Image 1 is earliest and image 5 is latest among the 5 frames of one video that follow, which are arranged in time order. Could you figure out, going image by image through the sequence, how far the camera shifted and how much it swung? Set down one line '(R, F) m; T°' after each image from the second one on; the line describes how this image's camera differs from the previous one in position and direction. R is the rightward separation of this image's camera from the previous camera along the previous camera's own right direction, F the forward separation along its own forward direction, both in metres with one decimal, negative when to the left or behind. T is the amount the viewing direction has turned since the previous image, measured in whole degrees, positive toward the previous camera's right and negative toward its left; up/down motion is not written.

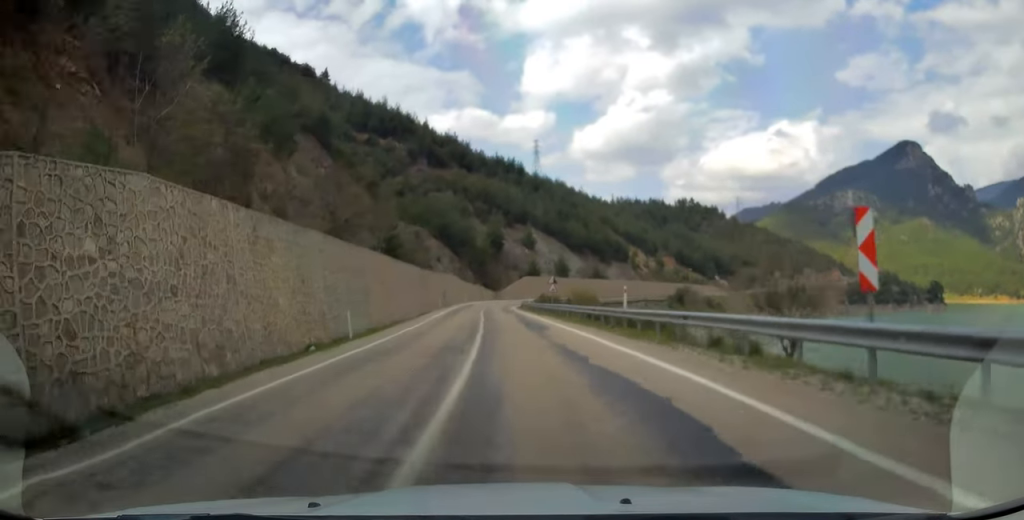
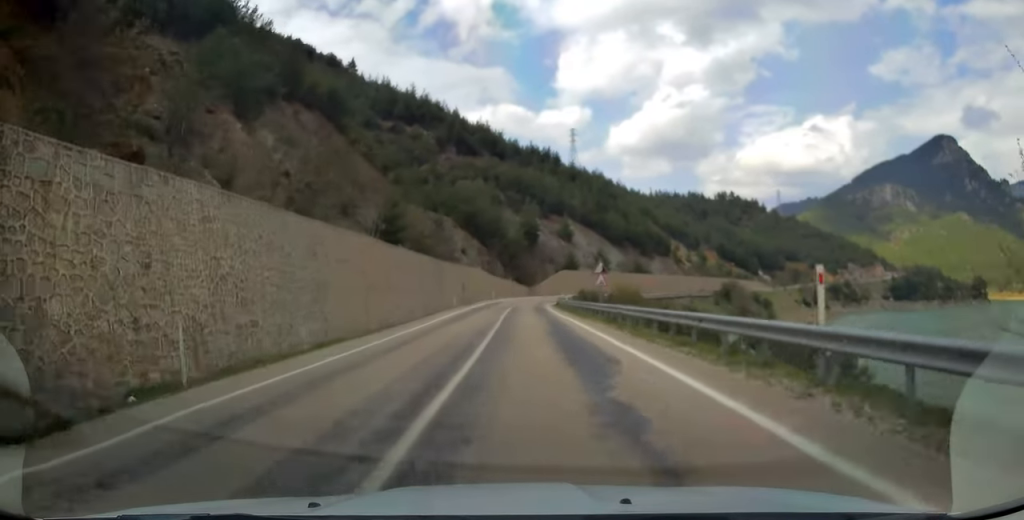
(-0.4, +12.6) m; -4°
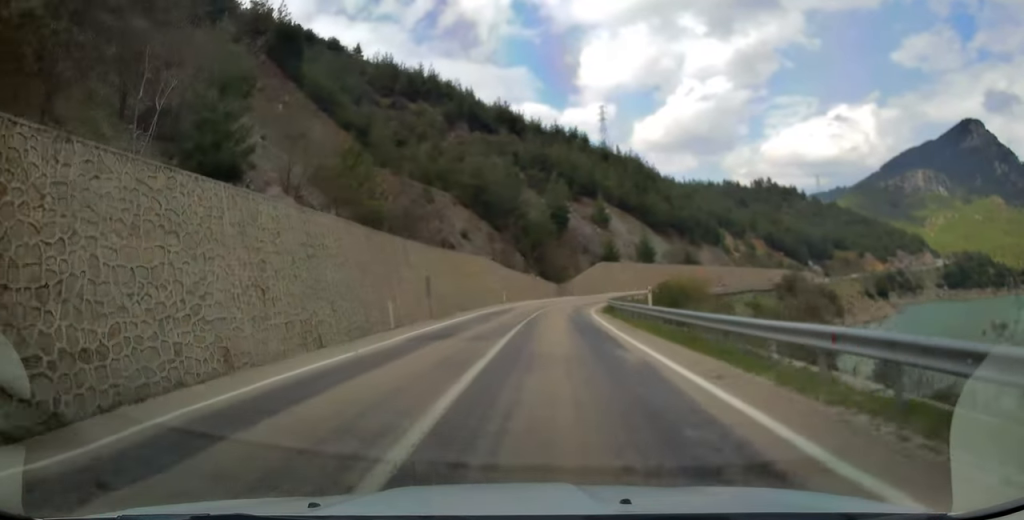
(-1.3, +29.6) m; -3°
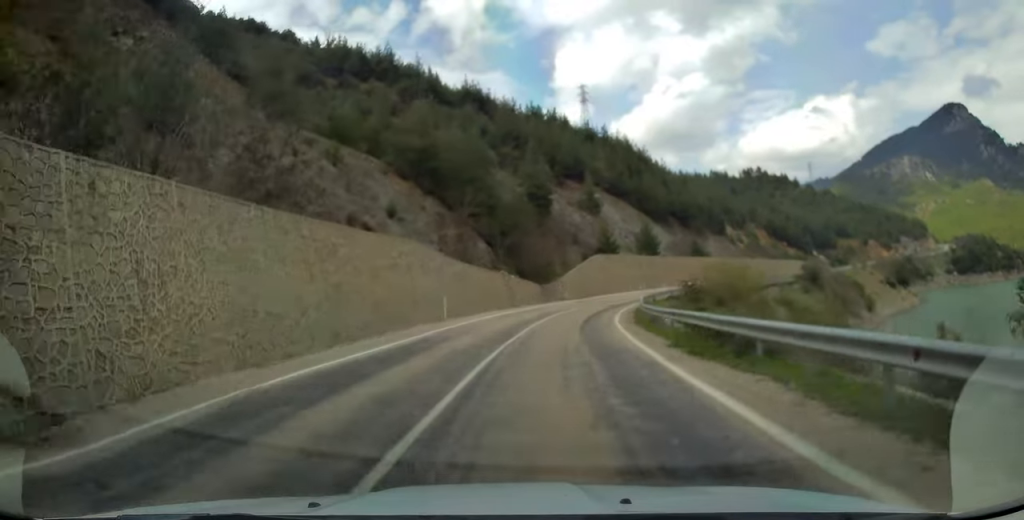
(-0.3, +26.2) m; +1°
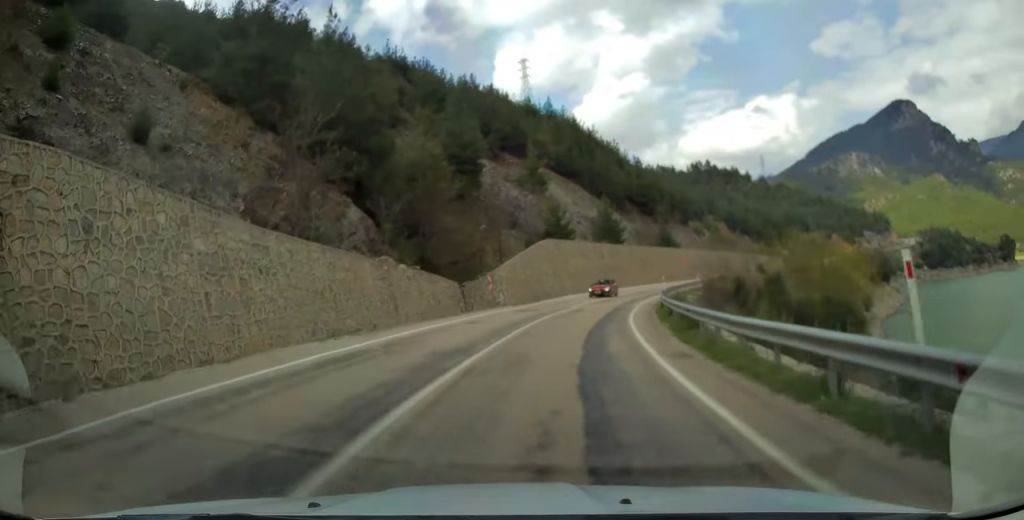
(+1.2, +25.6) m; +6°
